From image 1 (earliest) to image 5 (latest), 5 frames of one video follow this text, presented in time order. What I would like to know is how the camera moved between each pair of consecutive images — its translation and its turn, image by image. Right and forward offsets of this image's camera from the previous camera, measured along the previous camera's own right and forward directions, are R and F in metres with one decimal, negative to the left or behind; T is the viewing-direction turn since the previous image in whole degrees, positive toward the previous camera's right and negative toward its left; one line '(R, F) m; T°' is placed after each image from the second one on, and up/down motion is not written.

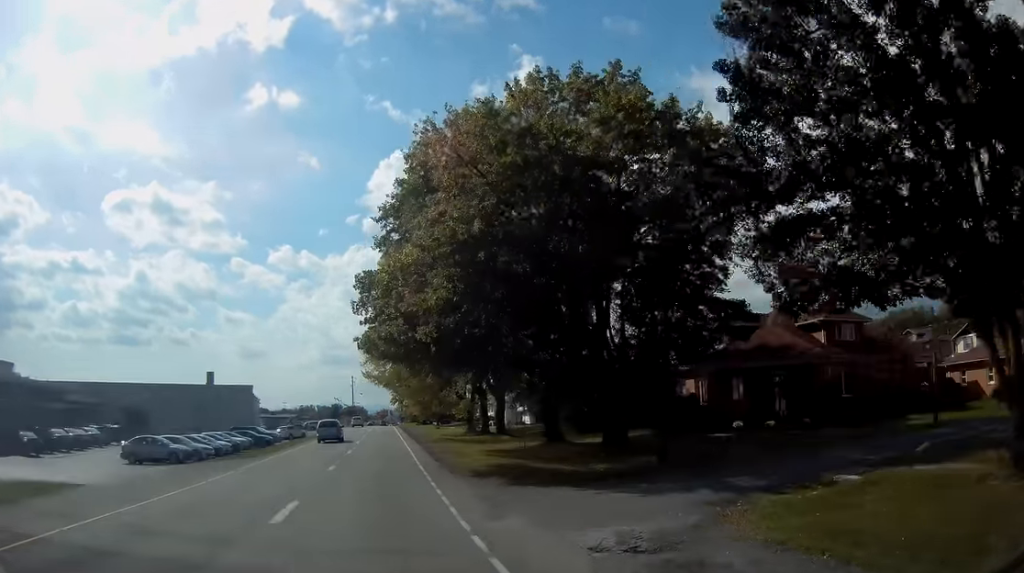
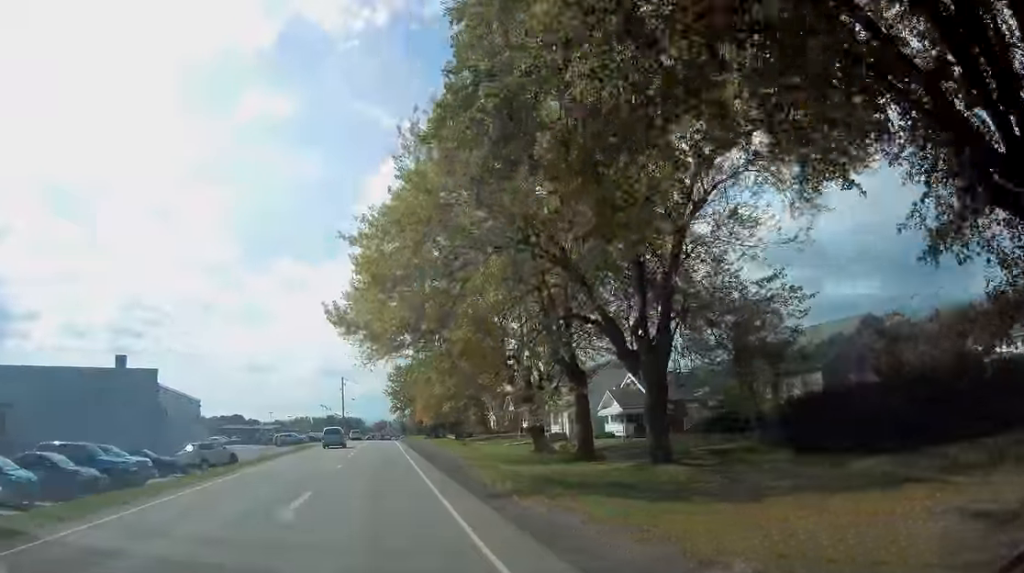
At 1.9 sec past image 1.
(-0.3, +34.8) m; 0°
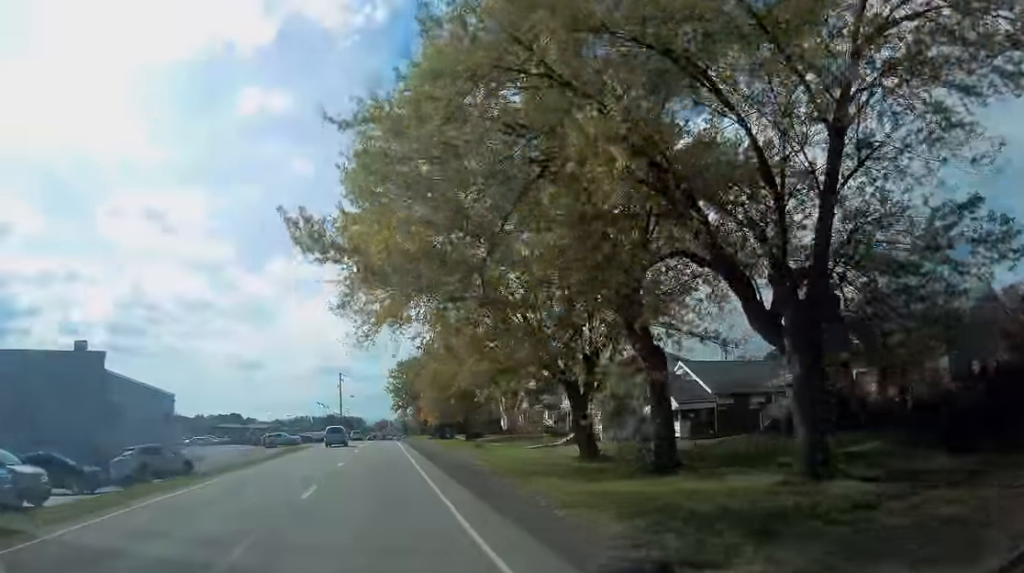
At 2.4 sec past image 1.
(-0.1, +9.9) m; 0°
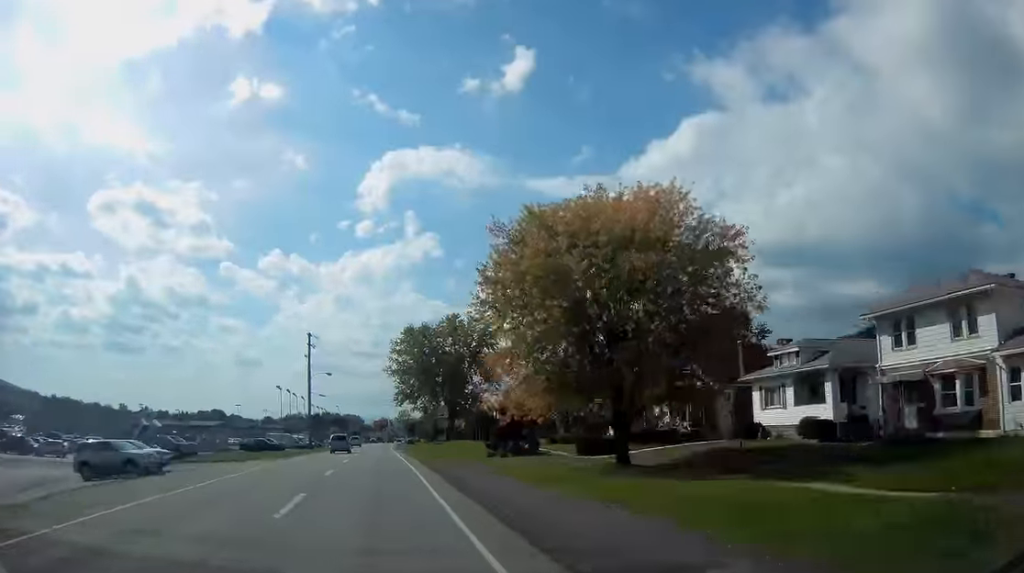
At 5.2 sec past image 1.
(0.0, +52.6) m; 0°
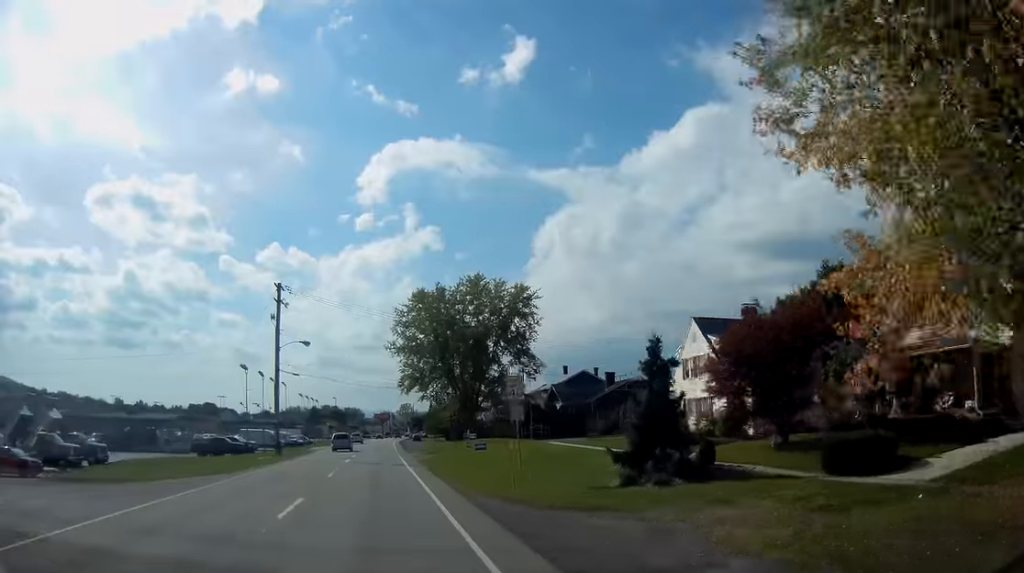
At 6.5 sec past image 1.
(0.0, +23.5) m; 0°
